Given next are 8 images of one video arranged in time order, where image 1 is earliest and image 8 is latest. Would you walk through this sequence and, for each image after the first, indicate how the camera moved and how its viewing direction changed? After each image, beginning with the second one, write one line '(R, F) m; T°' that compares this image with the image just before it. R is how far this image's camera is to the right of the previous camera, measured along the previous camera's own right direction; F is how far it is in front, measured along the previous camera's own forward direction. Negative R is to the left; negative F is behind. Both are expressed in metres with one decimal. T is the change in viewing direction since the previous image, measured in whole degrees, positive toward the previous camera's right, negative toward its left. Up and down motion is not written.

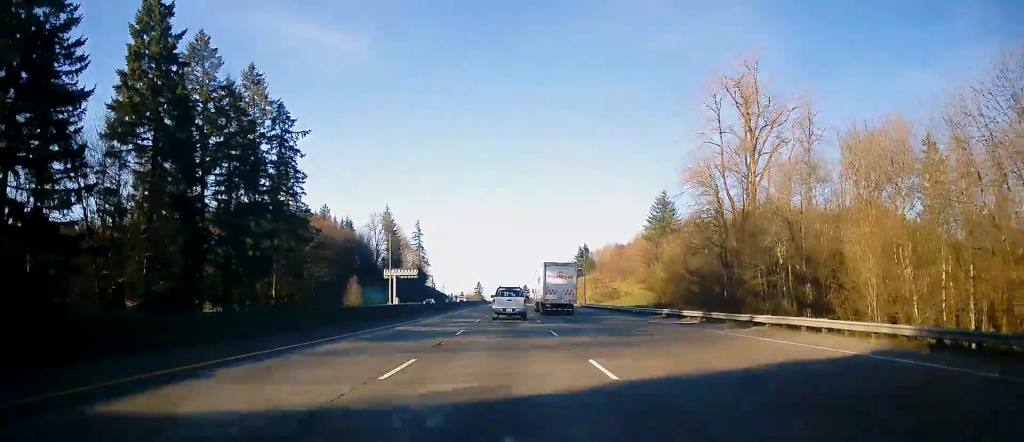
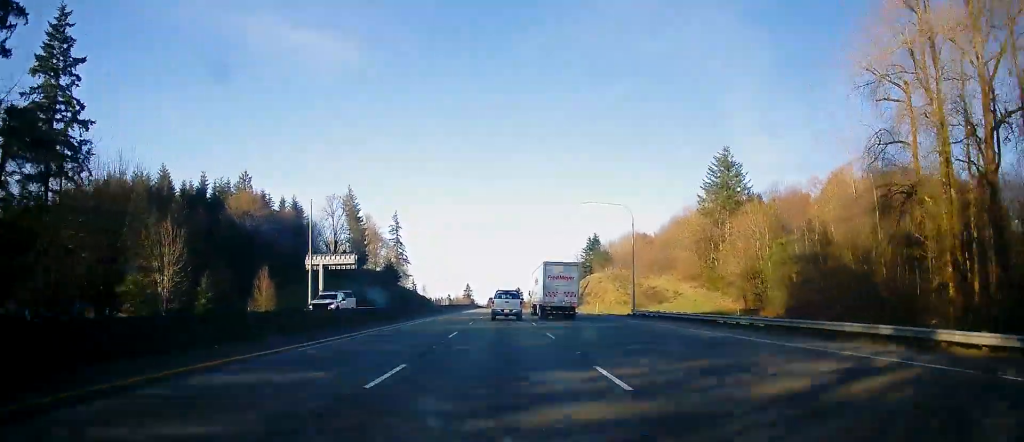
(-0.1, +51.2) m; +1°
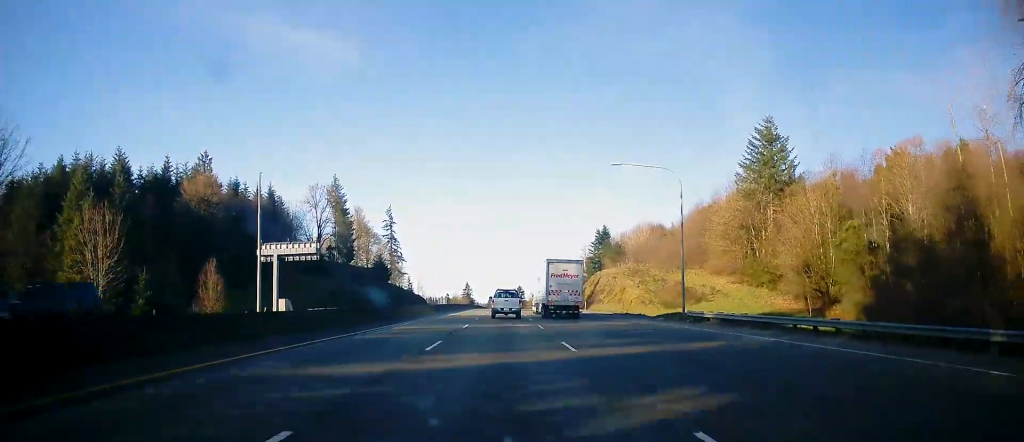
(+0.1, +18.3) m; 0°
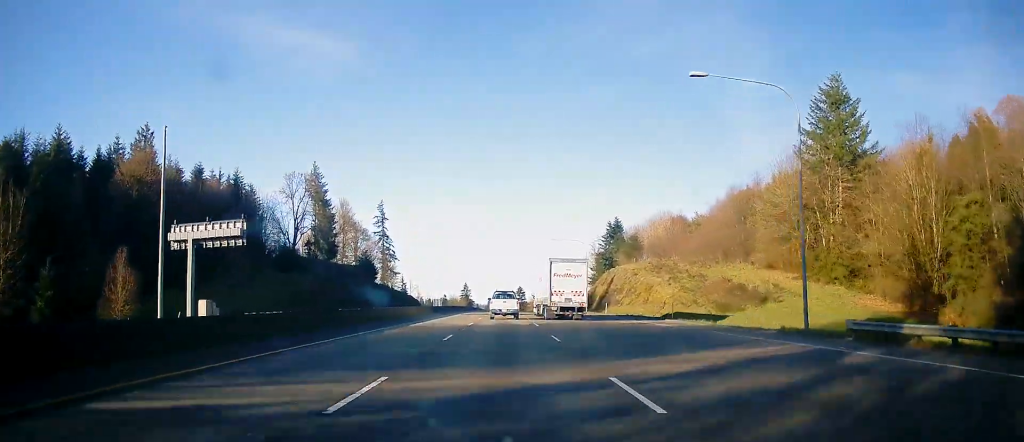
(+0.1, +20.4) m; 0°
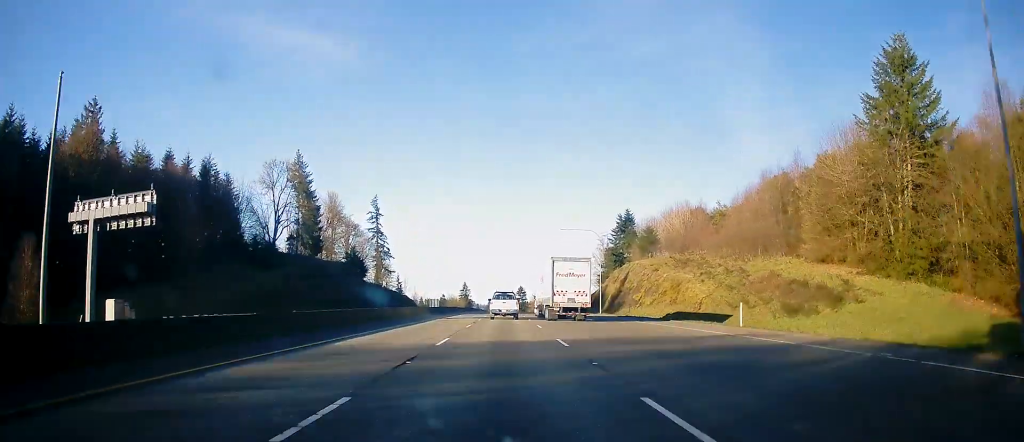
(0.0, +14.3) m; 0°
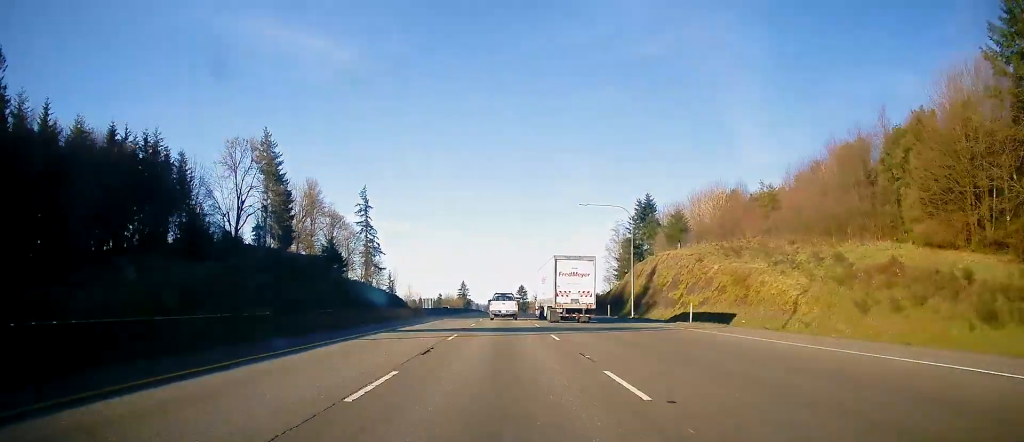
(-0.1, +21.5) m; 0°
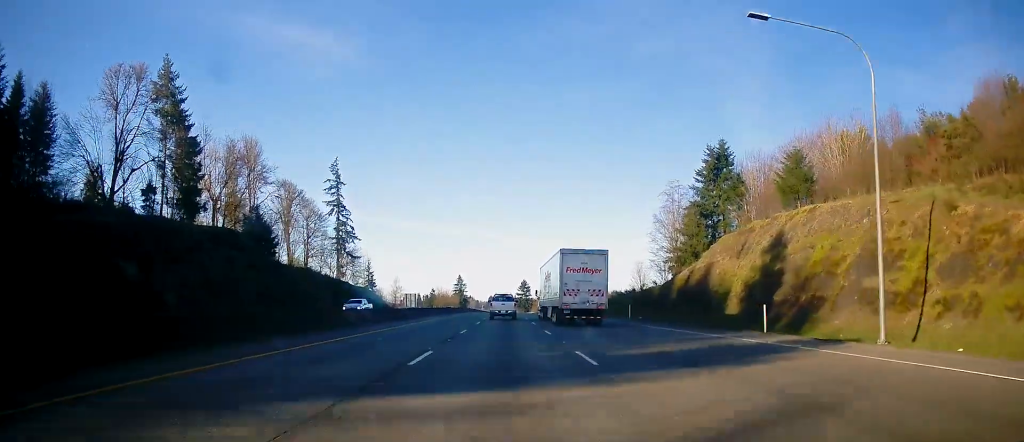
(0.0, +44.6) m; 0°
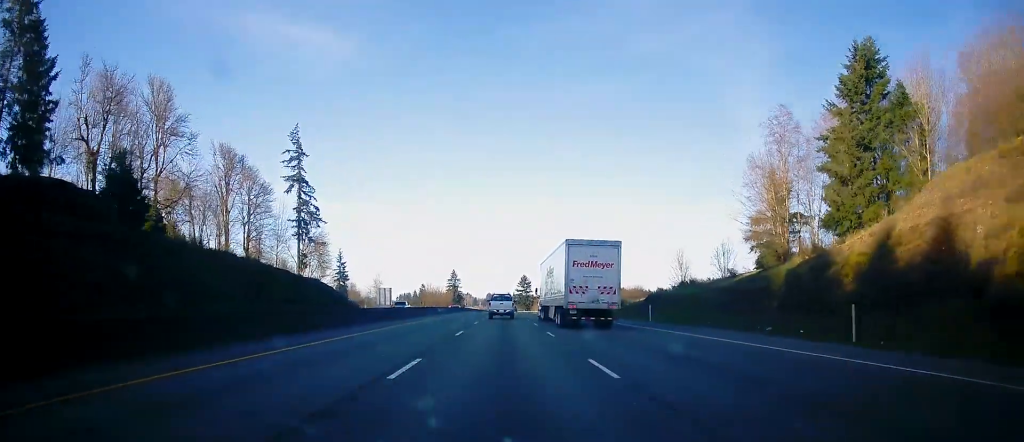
(-0.1, +38.8) m; 0°
